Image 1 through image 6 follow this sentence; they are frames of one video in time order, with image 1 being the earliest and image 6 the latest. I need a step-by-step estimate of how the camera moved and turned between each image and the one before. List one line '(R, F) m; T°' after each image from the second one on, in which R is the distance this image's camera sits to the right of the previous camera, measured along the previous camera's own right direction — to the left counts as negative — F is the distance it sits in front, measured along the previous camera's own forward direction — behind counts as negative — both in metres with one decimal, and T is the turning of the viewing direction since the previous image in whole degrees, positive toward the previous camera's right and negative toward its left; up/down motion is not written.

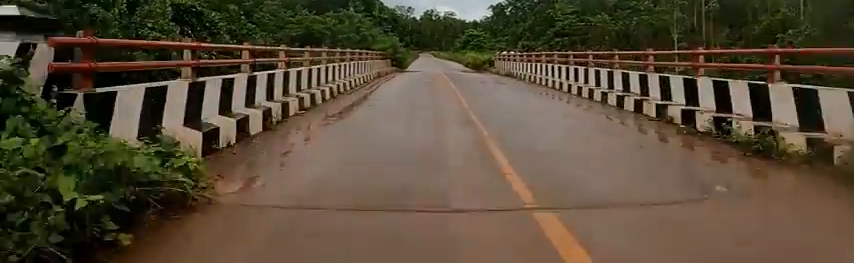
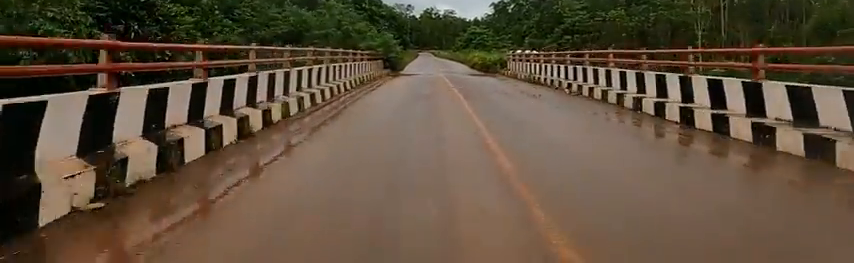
(0.0, +5.6) m; 0°
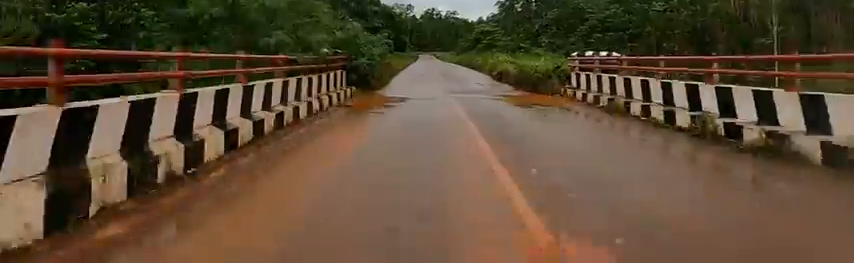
(0.0, +12.4) m; +1°
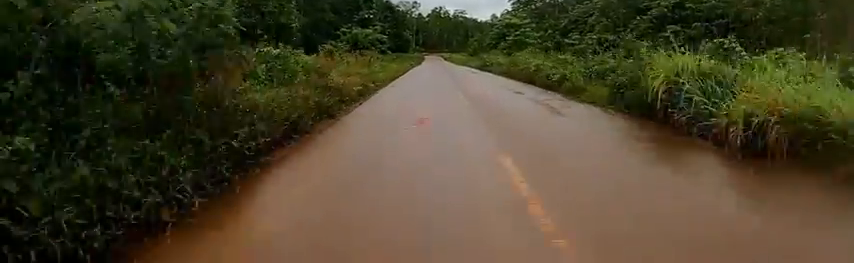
(+0.1, +17.2) m; 0°
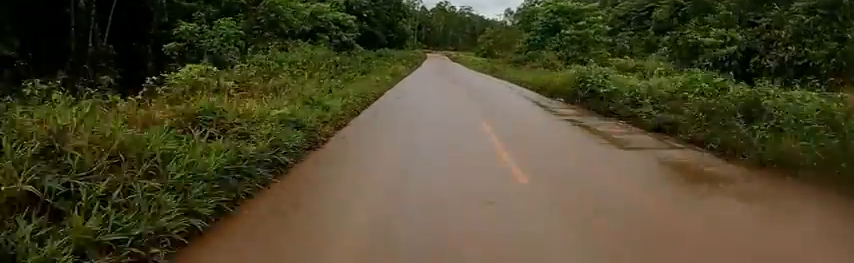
(-0.2, +22.2) m; -2°
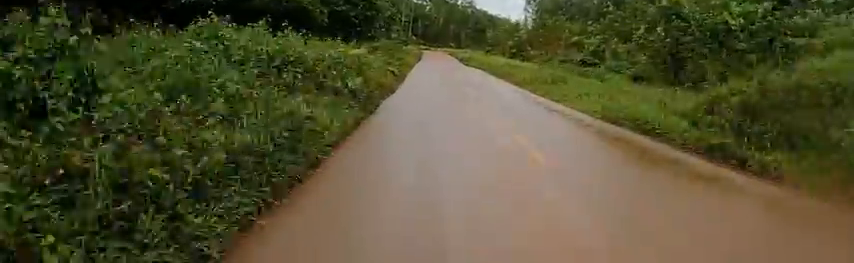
(-0.4, +33.5) m; -2°
